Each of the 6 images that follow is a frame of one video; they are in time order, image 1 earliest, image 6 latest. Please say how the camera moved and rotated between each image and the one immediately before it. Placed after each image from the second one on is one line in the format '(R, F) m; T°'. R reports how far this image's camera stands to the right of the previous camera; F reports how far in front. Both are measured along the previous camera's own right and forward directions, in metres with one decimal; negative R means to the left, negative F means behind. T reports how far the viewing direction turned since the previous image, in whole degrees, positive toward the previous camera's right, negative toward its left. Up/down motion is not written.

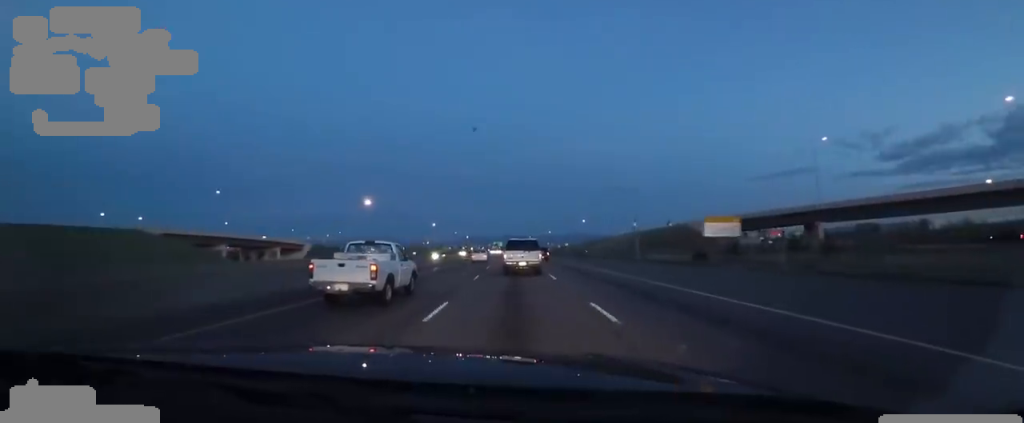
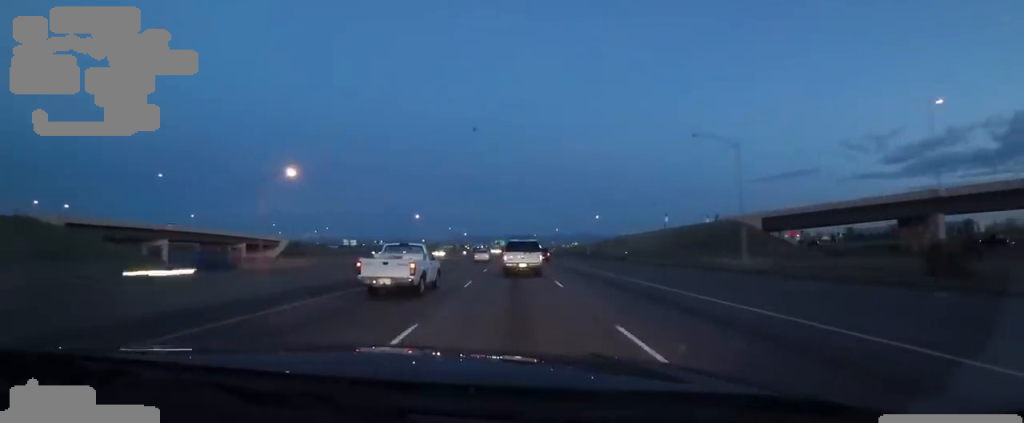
(-0.6, +27.7) m; -1°
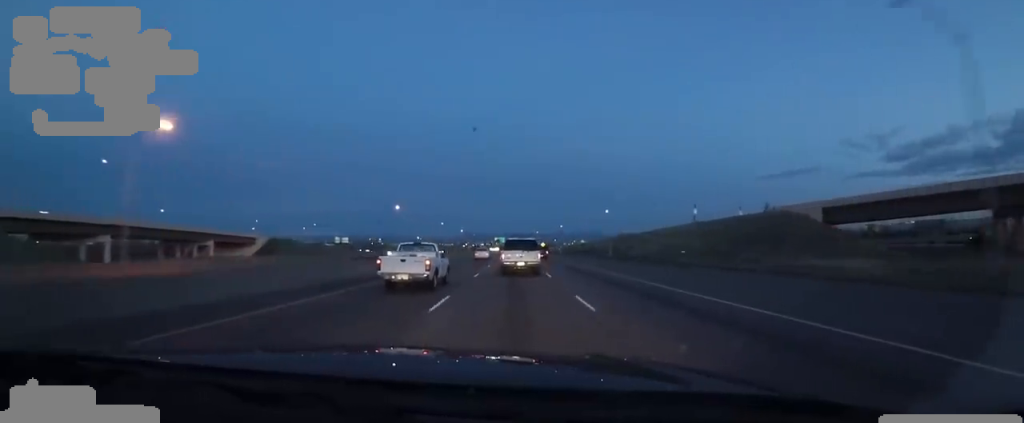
(+0.3, +18.6) m; 0°
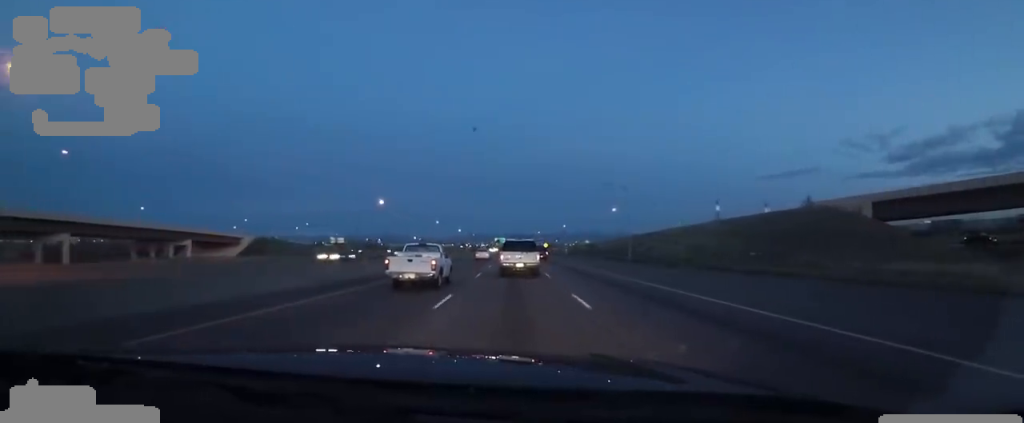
(+0.2, +10.9) m; 0°
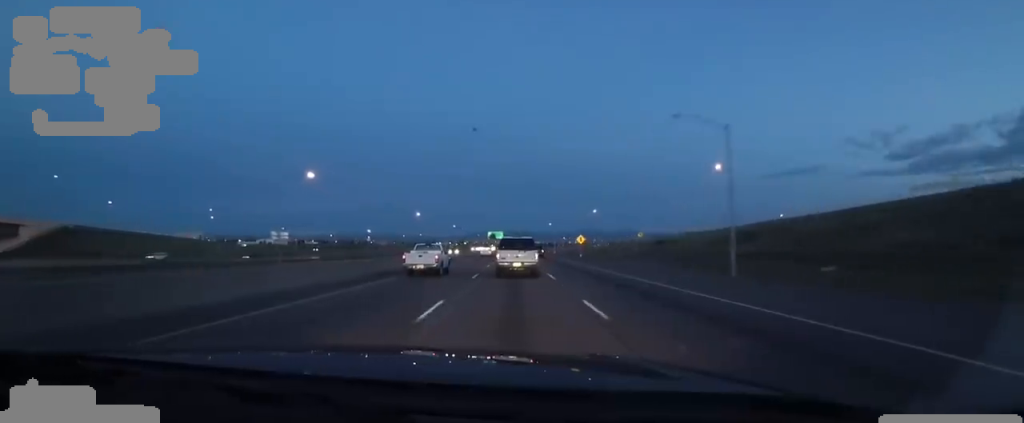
(-3.3, +85.5) m; -2°
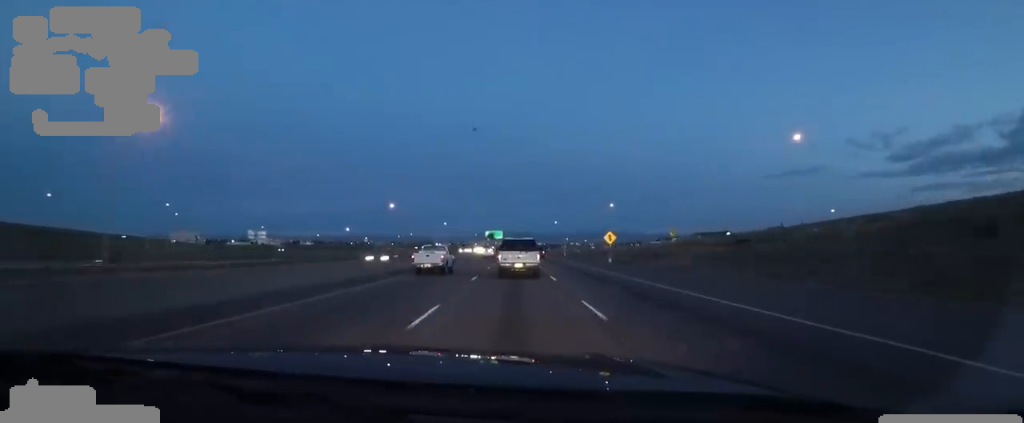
(+0.8, +25.8) m; +2°
